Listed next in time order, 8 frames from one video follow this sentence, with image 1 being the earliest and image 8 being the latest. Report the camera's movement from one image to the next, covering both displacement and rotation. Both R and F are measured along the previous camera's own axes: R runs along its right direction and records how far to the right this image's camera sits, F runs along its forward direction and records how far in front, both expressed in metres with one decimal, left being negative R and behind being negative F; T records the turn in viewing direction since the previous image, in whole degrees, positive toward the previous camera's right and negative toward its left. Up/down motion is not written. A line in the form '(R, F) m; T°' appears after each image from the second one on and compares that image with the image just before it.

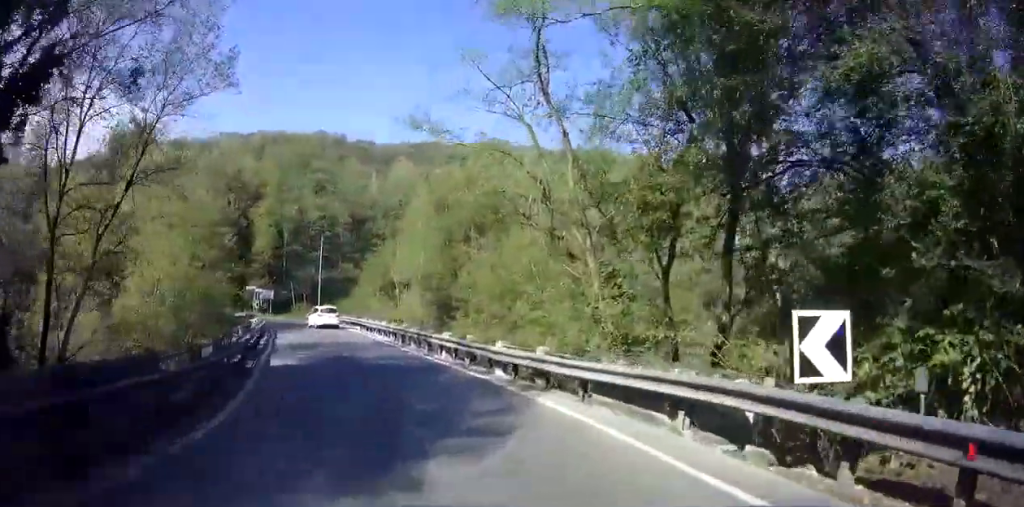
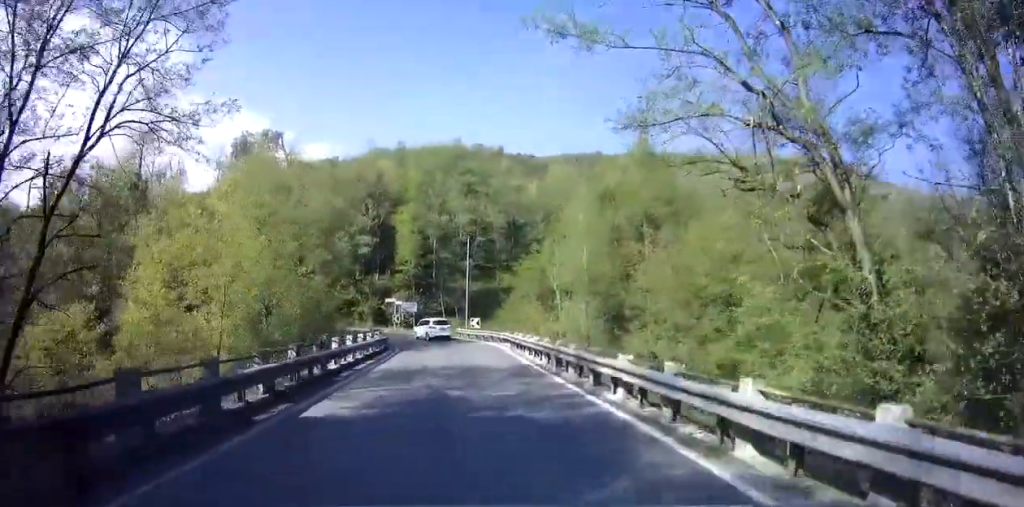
(-2.0, +5.3) m; -24°
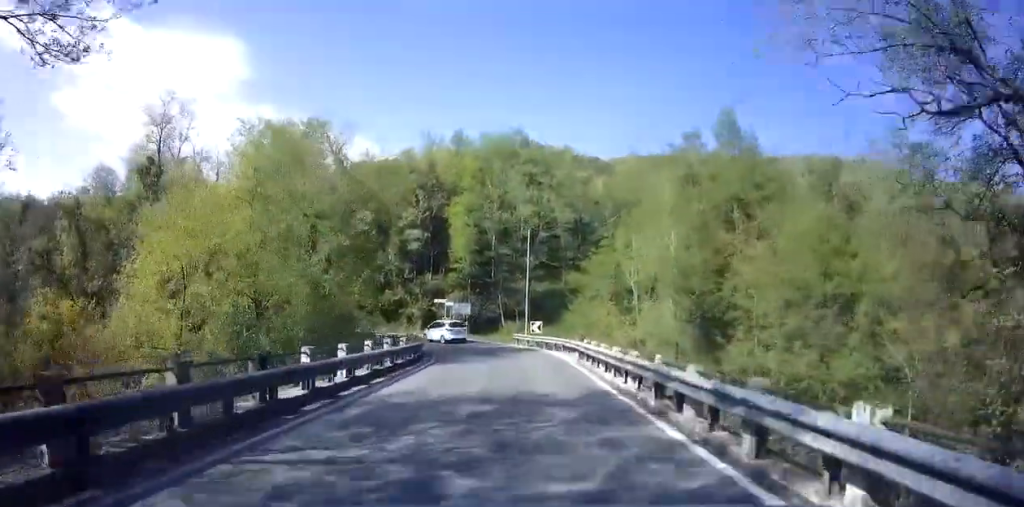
(-0.9, +5.0) m; -11°
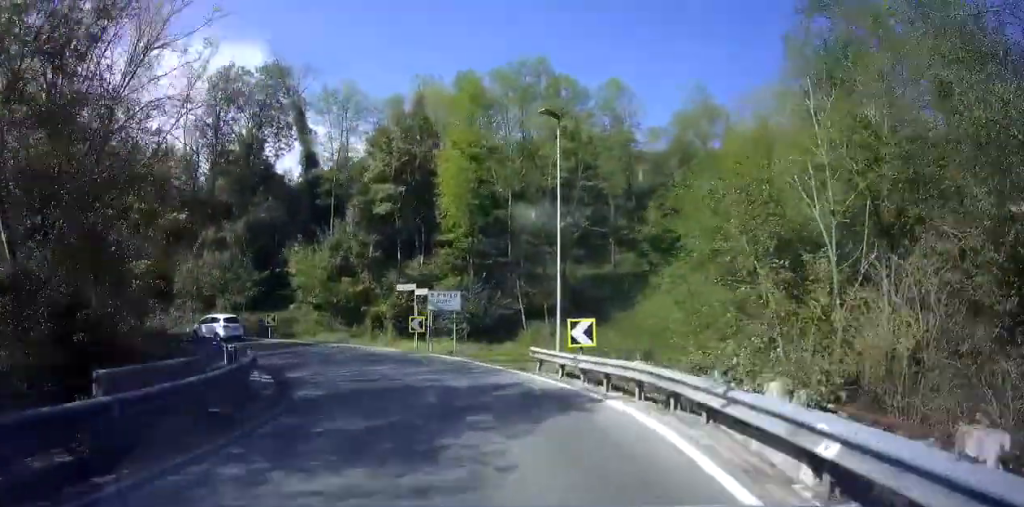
(-1.5, +17.7) m; -13°
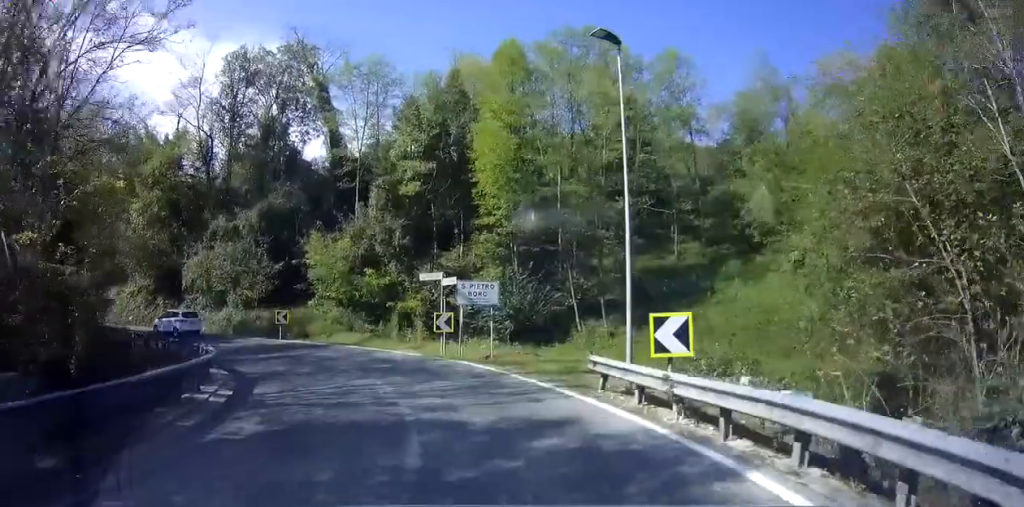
(-0.6, +5.0) m; -4°
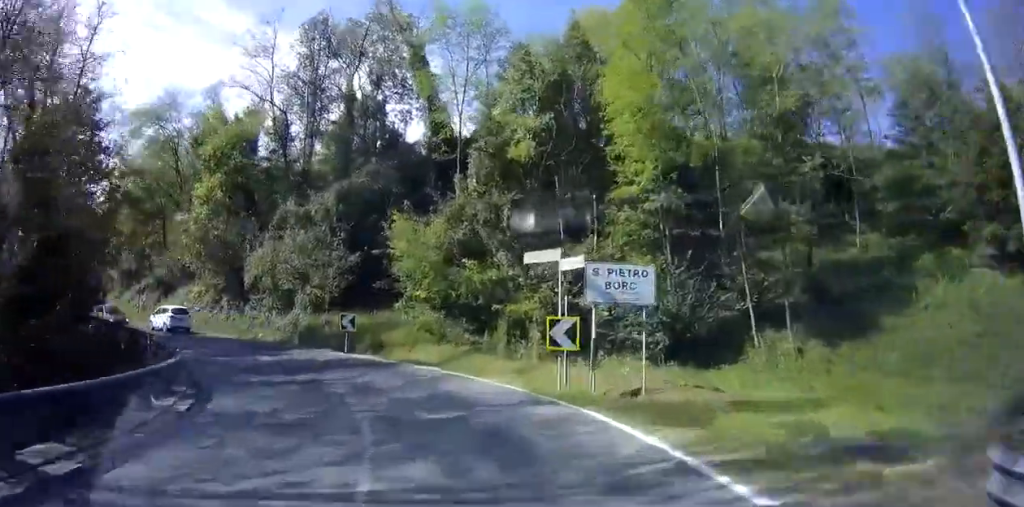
(-0.4, +8.3) m; -10°
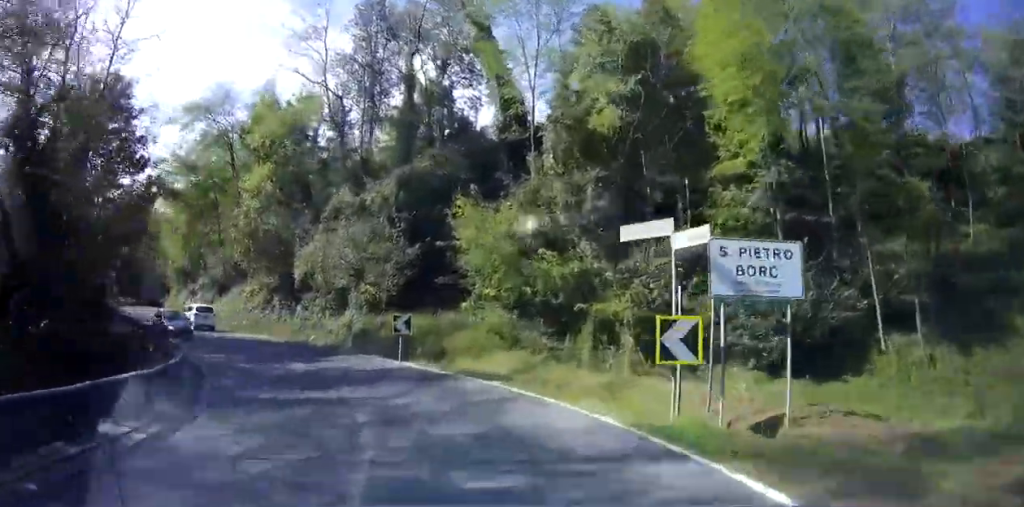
(+0.5, +4.0) m; -6°
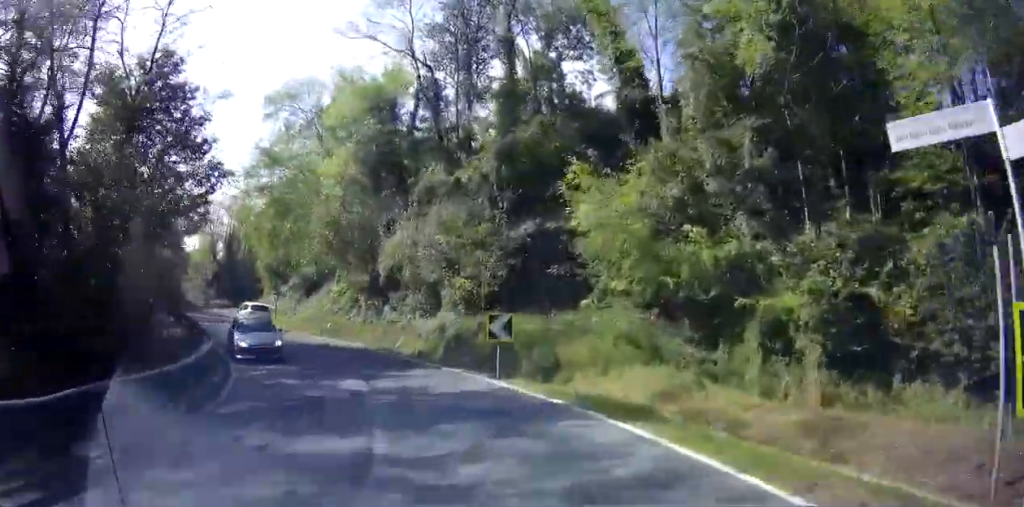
(-0.9, +4.8) m; -12°
